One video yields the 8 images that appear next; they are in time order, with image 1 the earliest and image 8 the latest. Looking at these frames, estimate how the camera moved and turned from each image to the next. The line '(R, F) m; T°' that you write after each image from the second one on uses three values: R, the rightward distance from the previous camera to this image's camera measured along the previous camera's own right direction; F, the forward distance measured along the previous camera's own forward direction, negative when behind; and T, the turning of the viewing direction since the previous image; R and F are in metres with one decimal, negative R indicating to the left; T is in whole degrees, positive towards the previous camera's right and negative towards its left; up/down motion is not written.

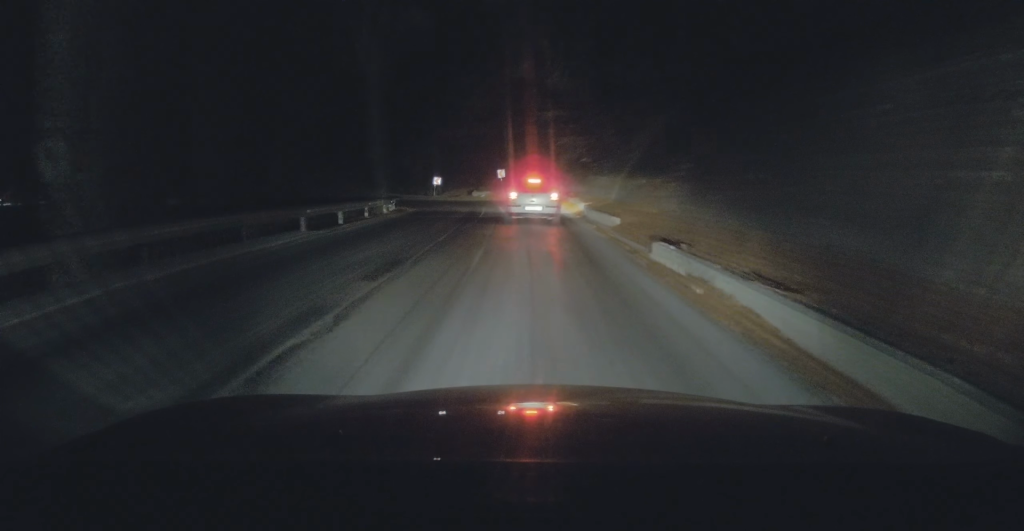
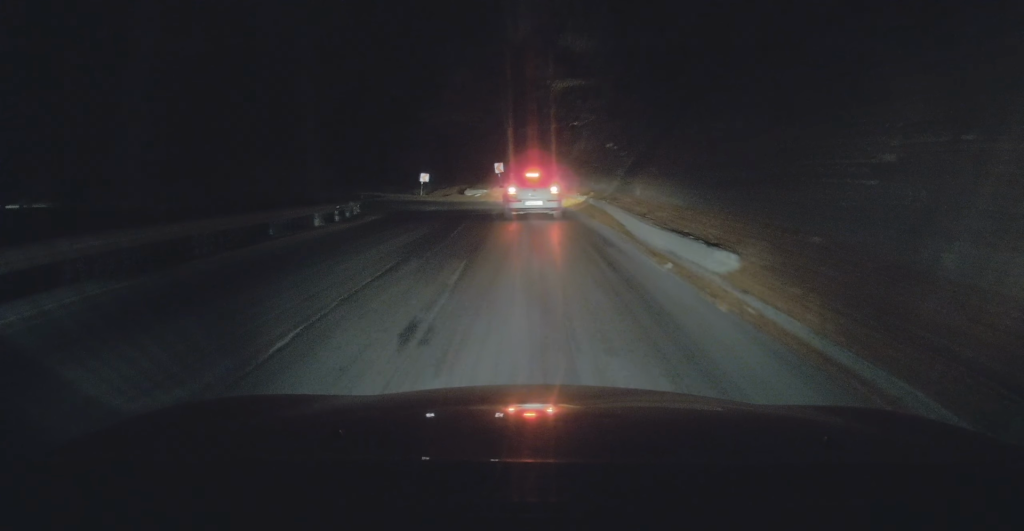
(-0.1, +9.7) m; -1°
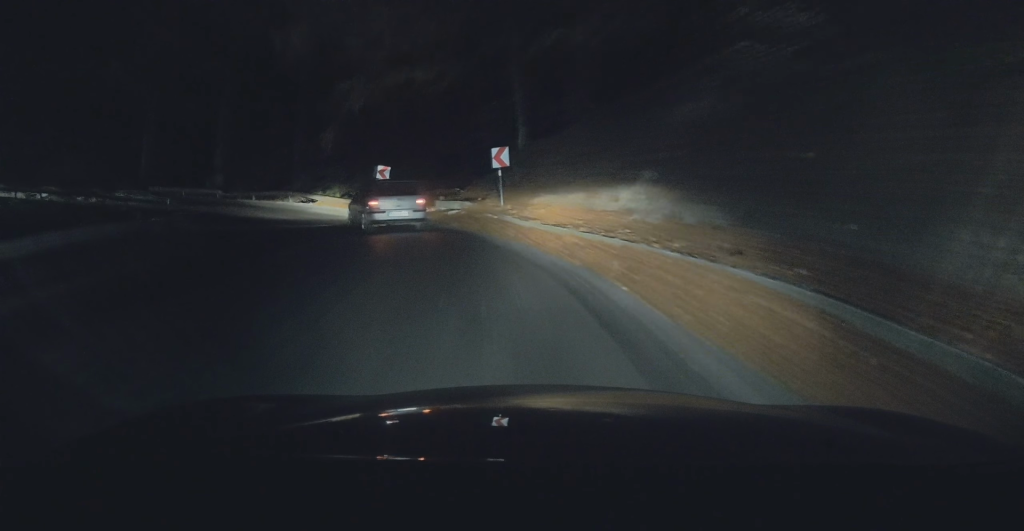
(+0.8, +23.1) m; +5°
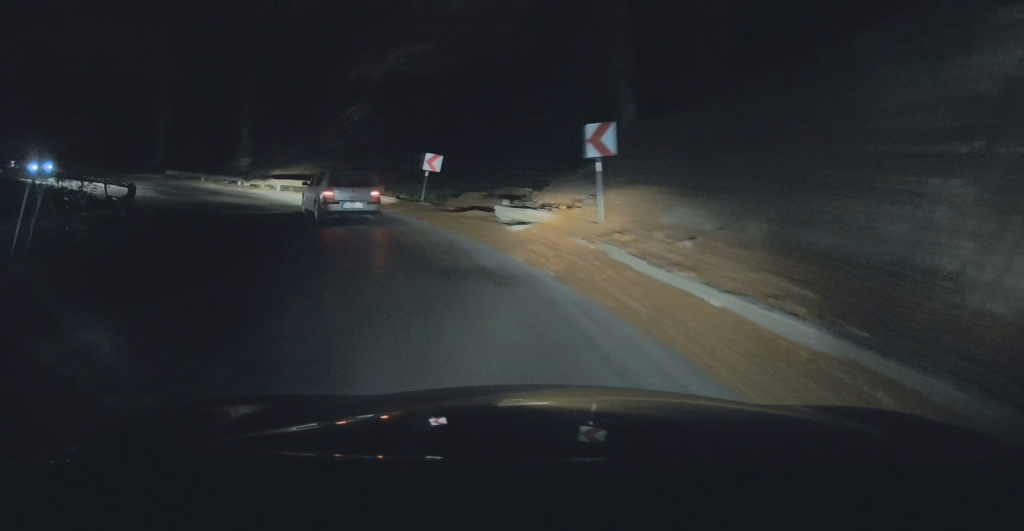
(+0.1, +8.2) m; +1°
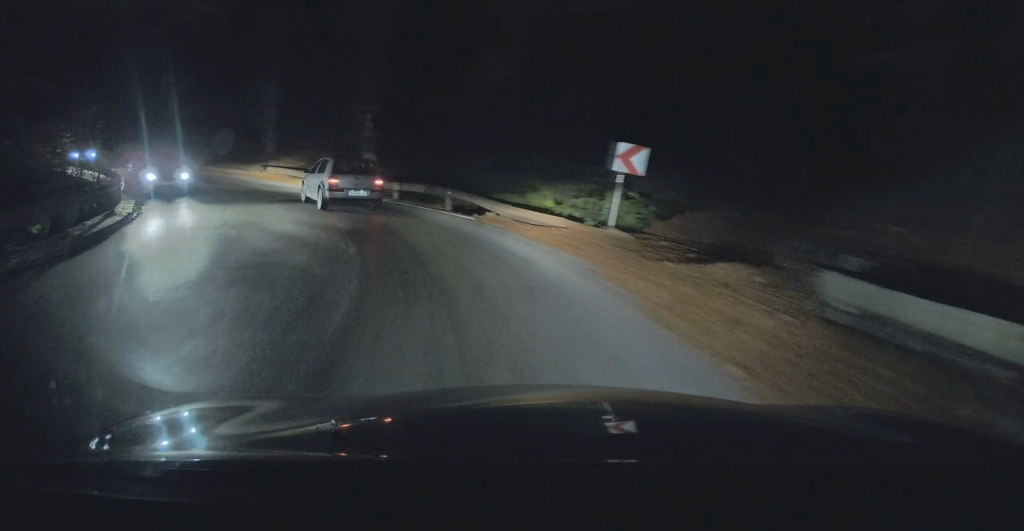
(0.0, +9.8) m; -9°
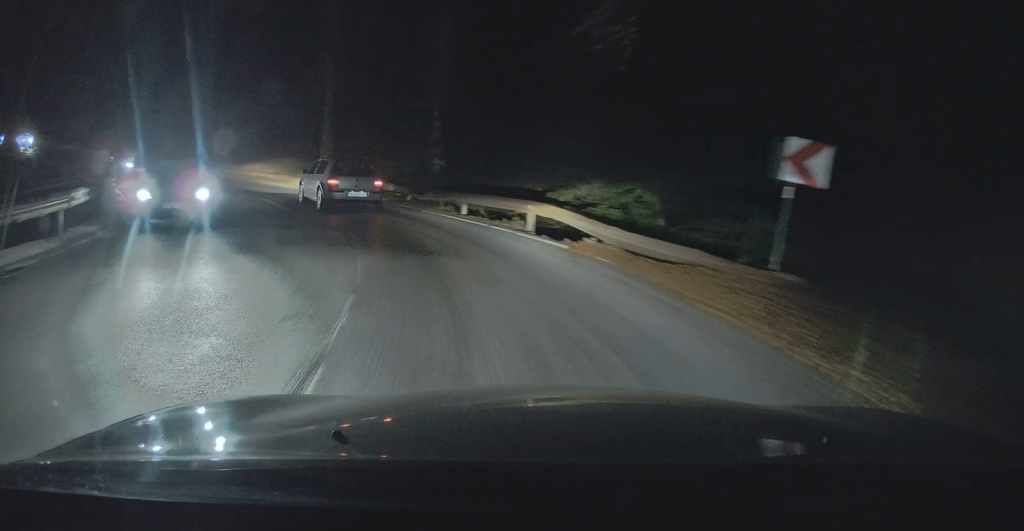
(-0.6, +4.1) m; -14°
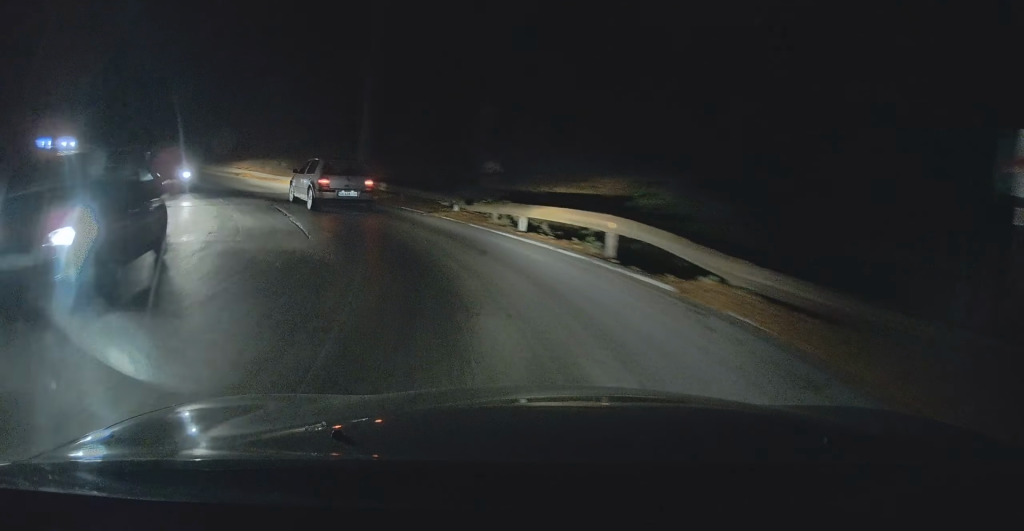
(+0.3, +3.1) m; -11°
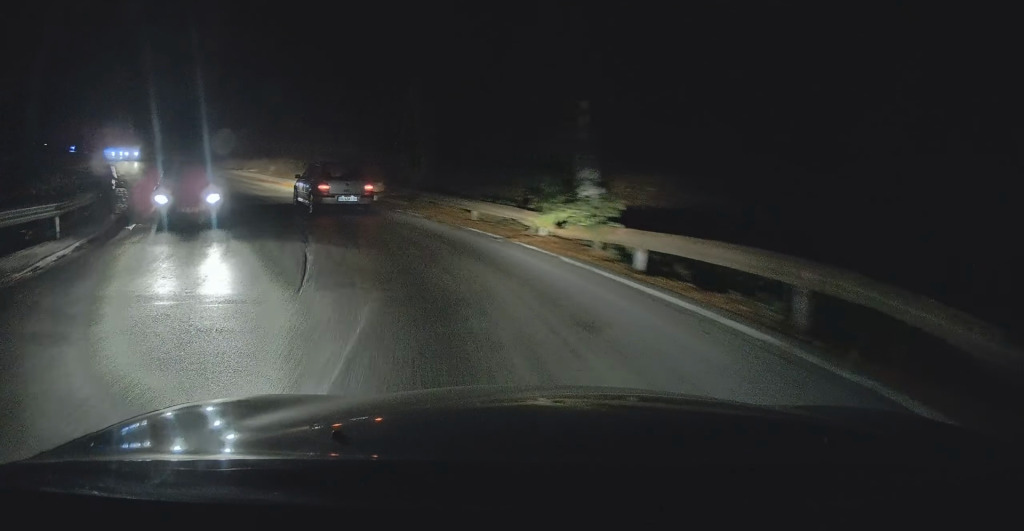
(-1.0, +3.9) m; -14°
